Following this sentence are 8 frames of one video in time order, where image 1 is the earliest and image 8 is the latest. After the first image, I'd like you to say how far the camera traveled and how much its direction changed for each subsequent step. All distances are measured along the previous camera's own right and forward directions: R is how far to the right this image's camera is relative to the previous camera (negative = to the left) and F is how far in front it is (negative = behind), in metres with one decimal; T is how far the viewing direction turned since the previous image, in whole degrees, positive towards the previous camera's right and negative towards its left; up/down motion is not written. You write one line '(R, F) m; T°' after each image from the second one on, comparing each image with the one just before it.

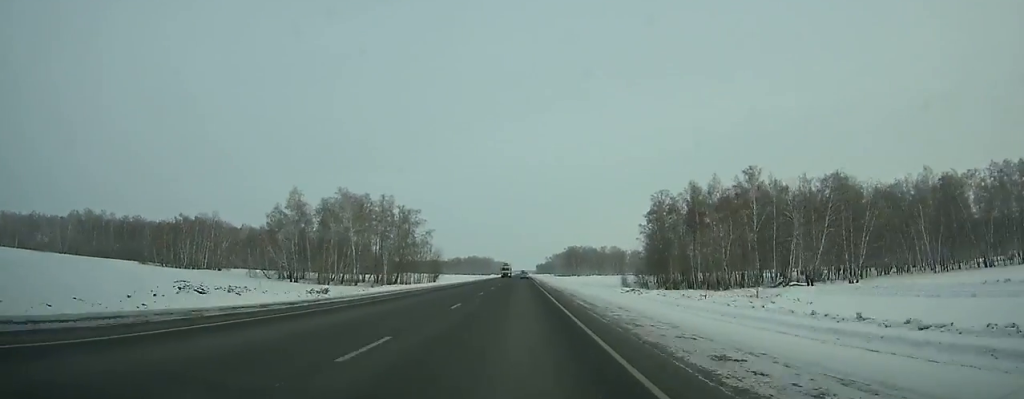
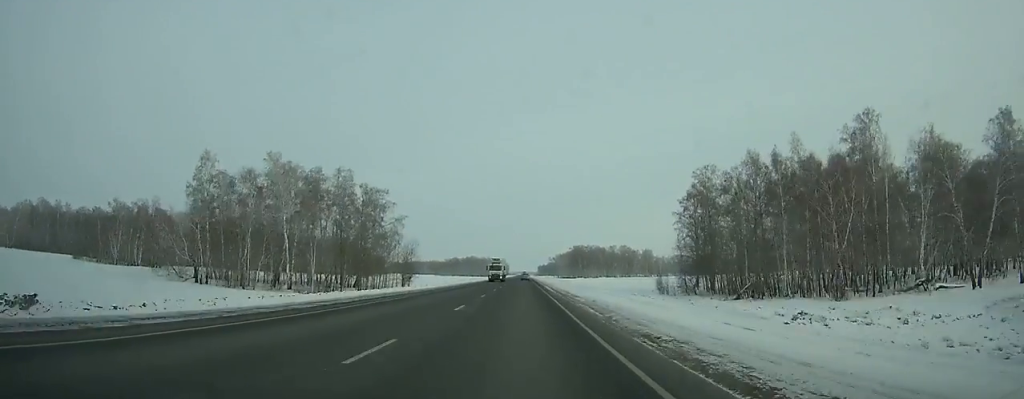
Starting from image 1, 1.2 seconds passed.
(-0.1, +36.4) m; 0°
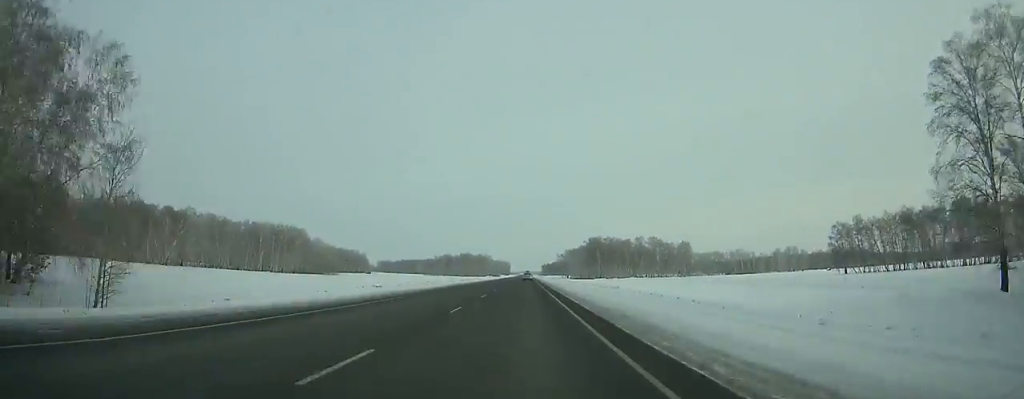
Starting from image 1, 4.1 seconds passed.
(-0.2, +87.5) m; 0°
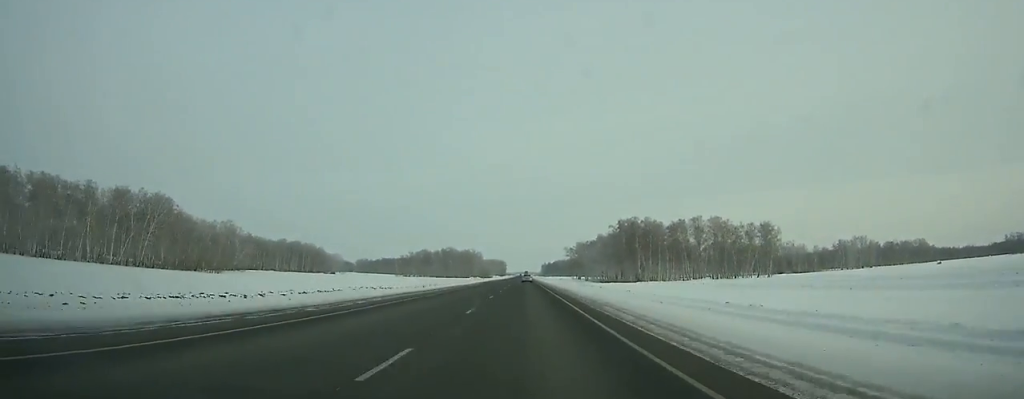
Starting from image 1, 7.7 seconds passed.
(-0.2, +108.5) m; 0°
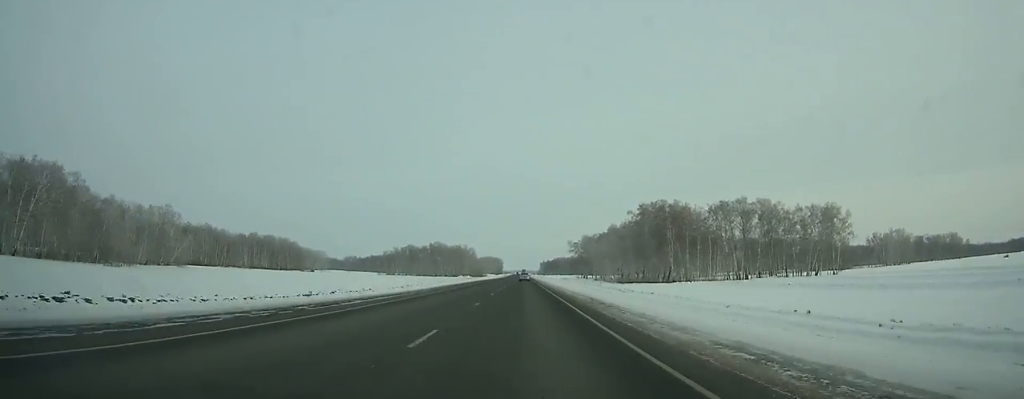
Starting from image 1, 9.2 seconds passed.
(-0.1, +45.2) m; 0°
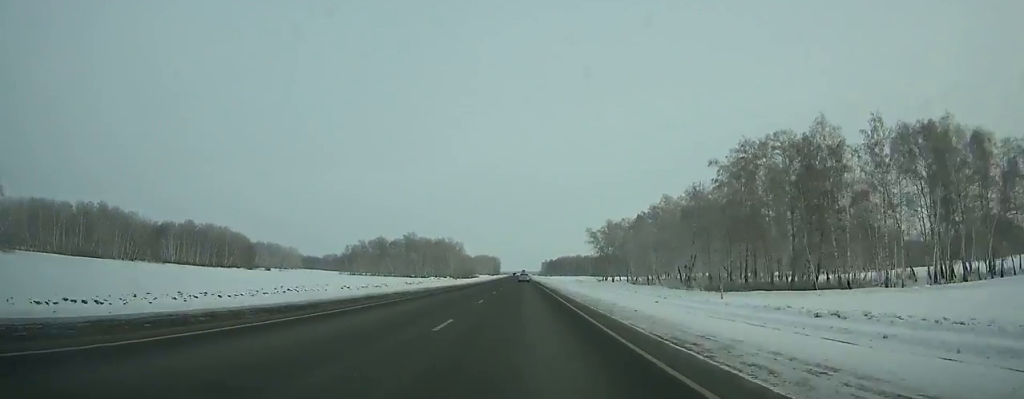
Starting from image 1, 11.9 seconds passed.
(0.0, +81.5) m; 0°
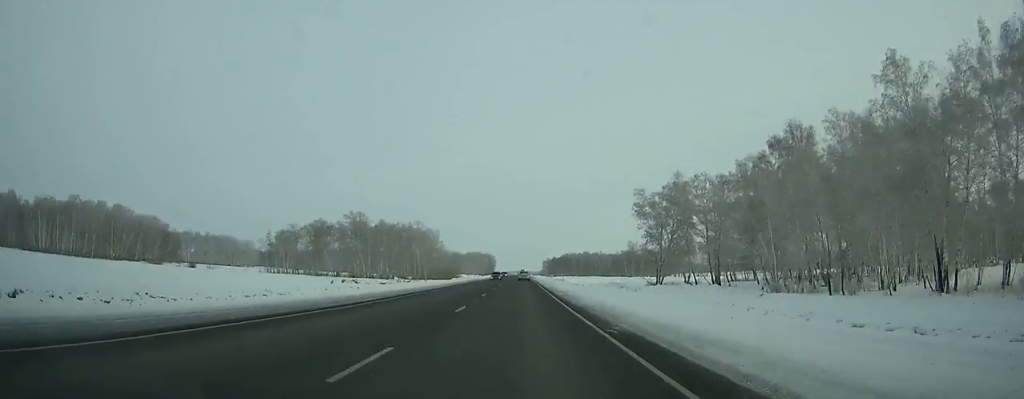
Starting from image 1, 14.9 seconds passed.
(+0.3, +90.7) m; 0°
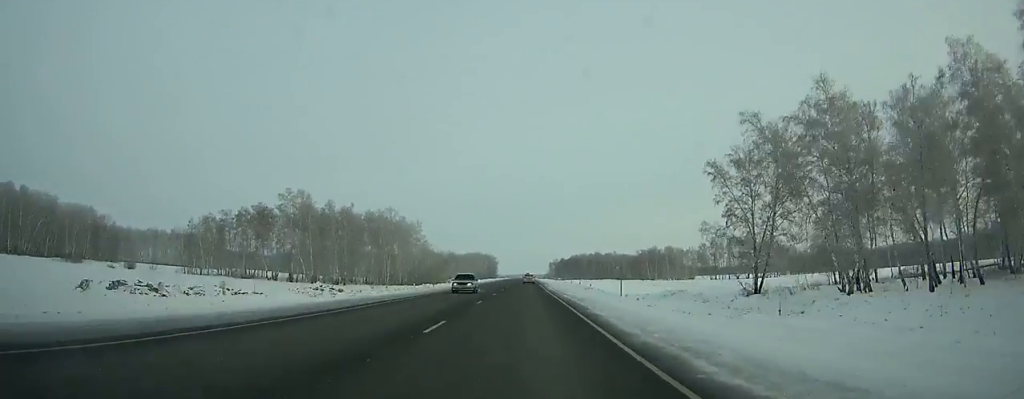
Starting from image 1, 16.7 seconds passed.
(0.0, +54.5) m; 0°
